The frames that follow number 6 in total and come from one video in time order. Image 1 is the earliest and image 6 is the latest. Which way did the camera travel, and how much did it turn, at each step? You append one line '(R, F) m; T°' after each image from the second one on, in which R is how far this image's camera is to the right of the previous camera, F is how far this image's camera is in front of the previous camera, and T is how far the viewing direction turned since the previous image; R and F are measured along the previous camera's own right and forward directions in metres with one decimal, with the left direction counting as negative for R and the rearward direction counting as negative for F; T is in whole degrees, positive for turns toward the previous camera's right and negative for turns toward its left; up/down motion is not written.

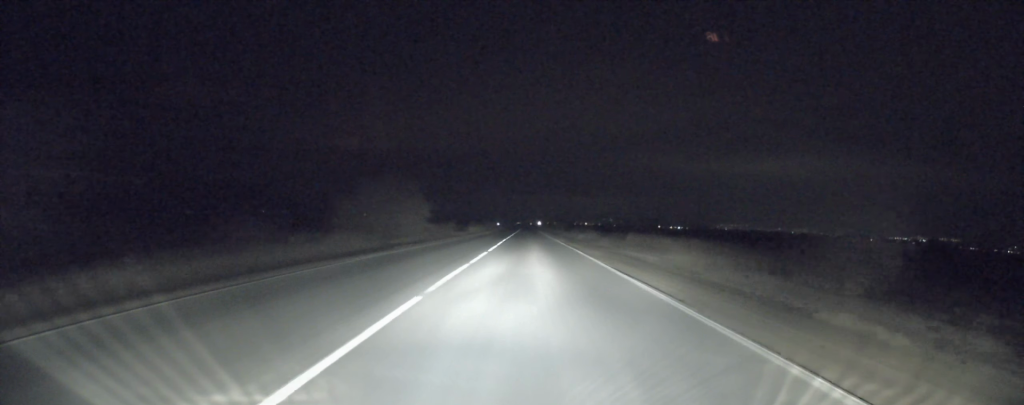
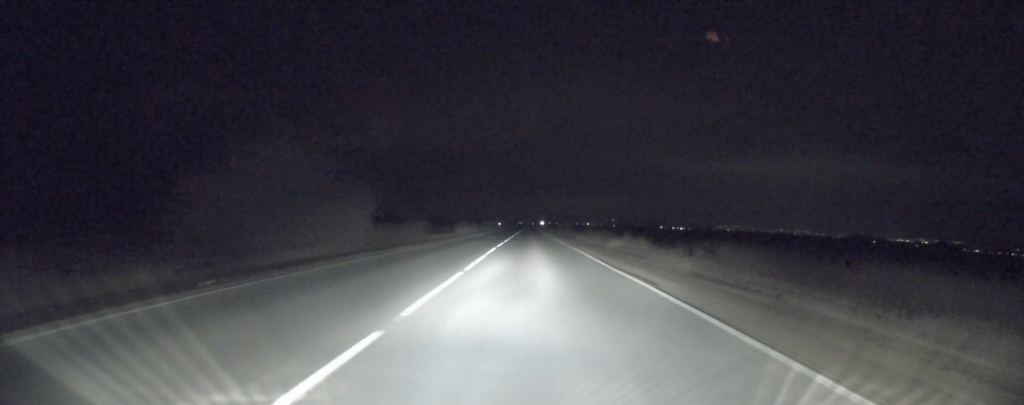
(0.0, +18.1) m; 0°
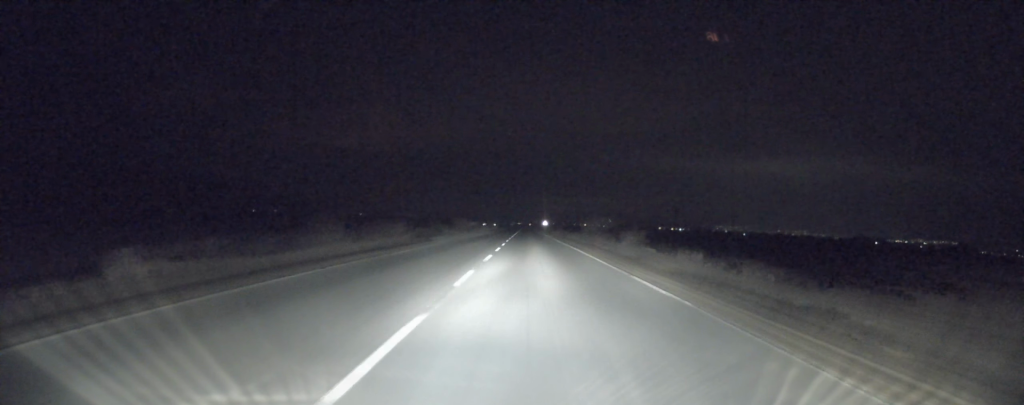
(0.0, +59.2) m; 0°
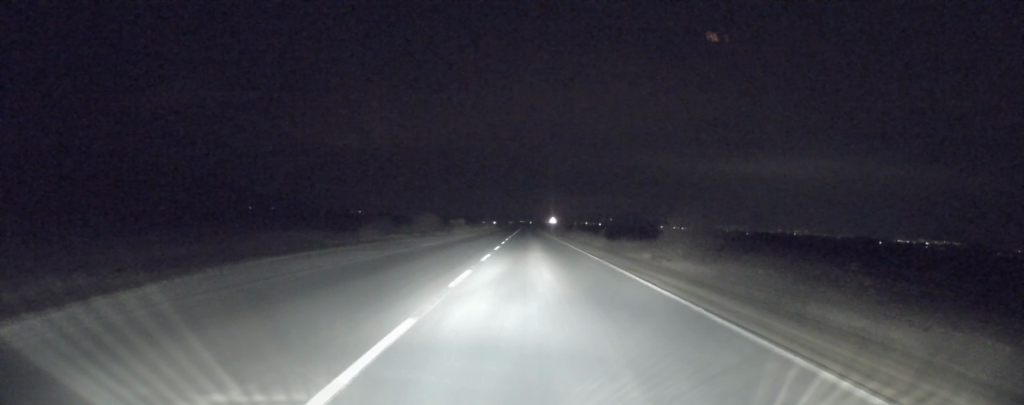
(+0.1, +38.6) m; 0°
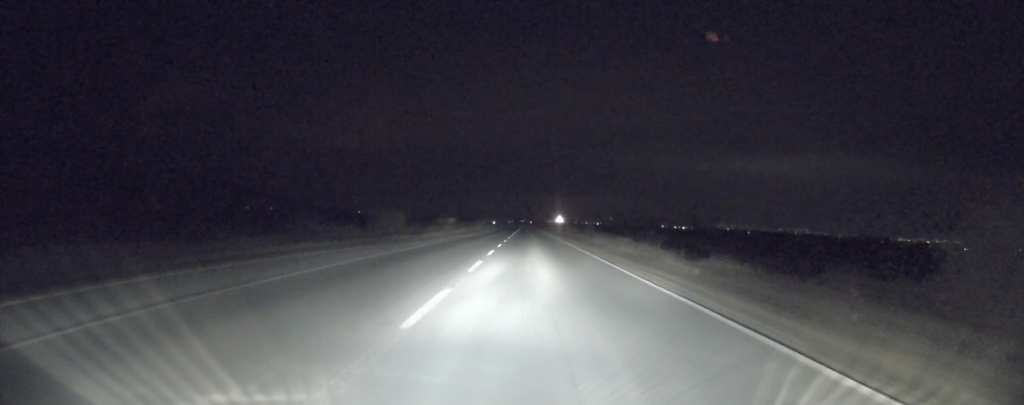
(0.0, +19.7) m; 0°
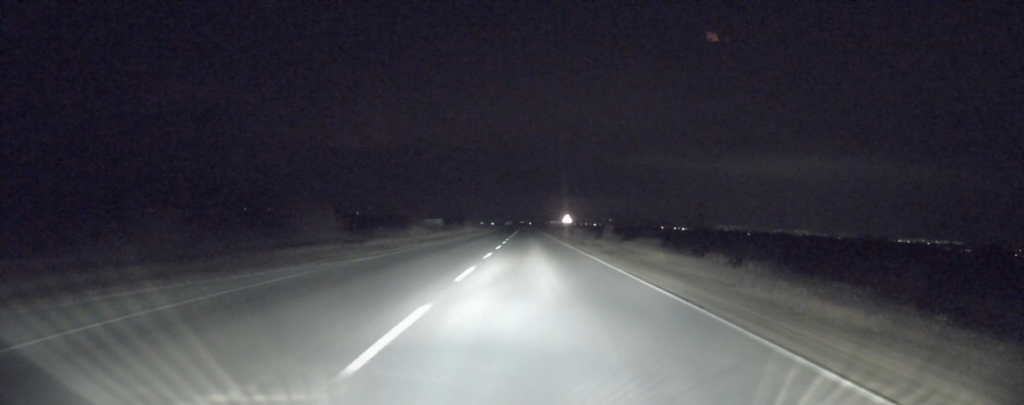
(0.0, +17.2) m; 0°
